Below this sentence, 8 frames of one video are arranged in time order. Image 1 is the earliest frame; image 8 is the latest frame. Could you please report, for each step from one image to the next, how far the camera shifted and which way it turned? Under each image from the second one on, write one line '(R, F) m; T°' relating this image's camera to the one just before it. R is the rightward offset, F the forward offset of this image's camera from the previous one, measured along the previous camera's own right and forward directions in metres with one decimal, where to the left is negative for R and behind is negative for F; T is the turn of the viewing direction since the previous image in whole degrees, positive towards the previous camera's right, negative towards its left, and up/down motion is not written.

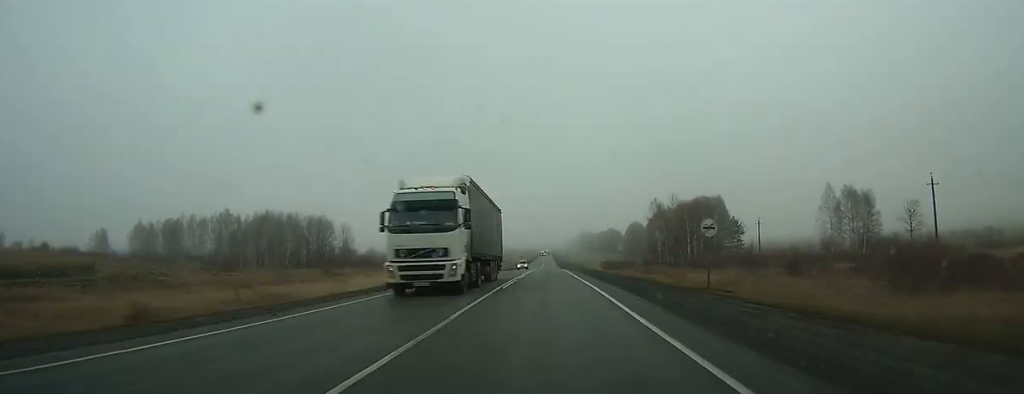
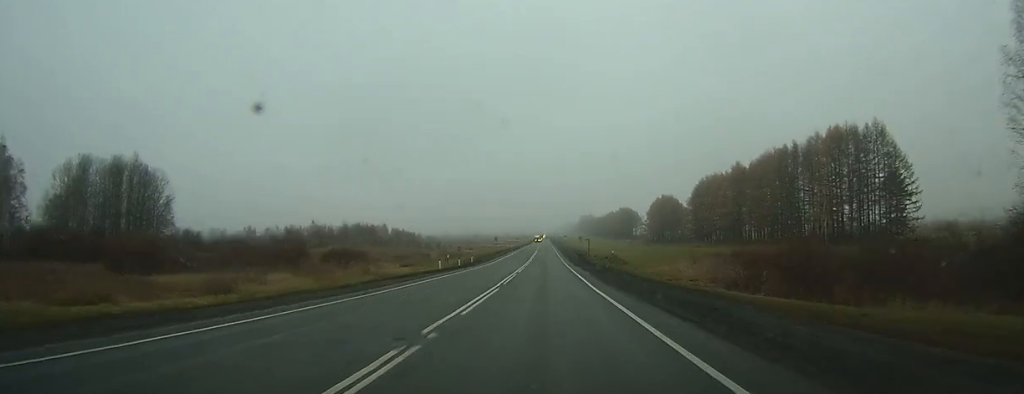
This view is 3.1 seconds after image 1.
(+0.1, +93.3) m; 0°
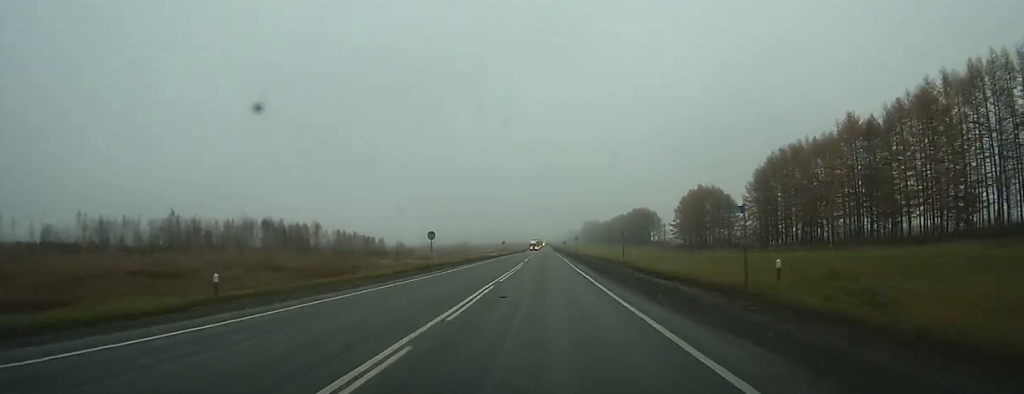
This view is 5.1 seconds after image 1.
(-0.1, +60.8) m; 0°
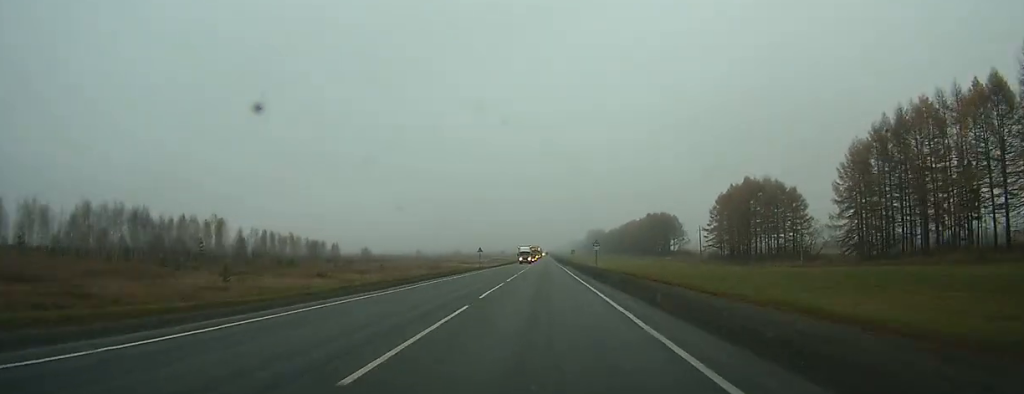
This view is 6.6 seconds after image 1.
(-0.1, +46.3) m; 0°
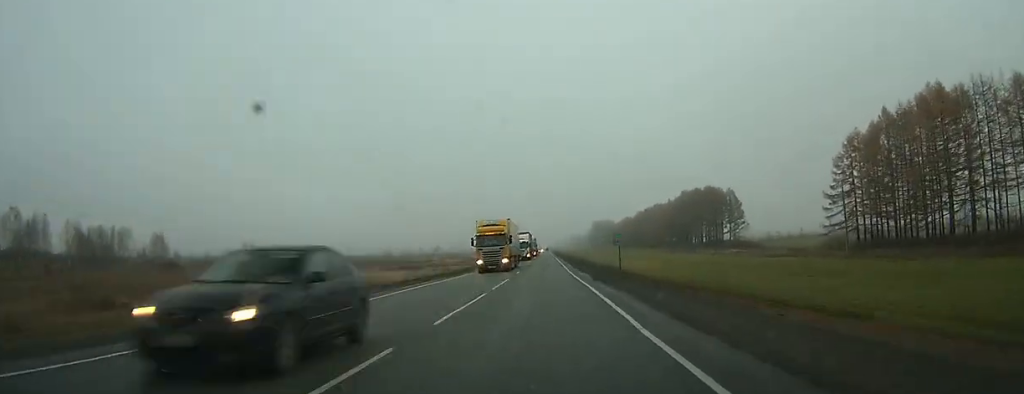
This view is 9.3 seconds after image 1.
(0.0, +79.3) m; 0°
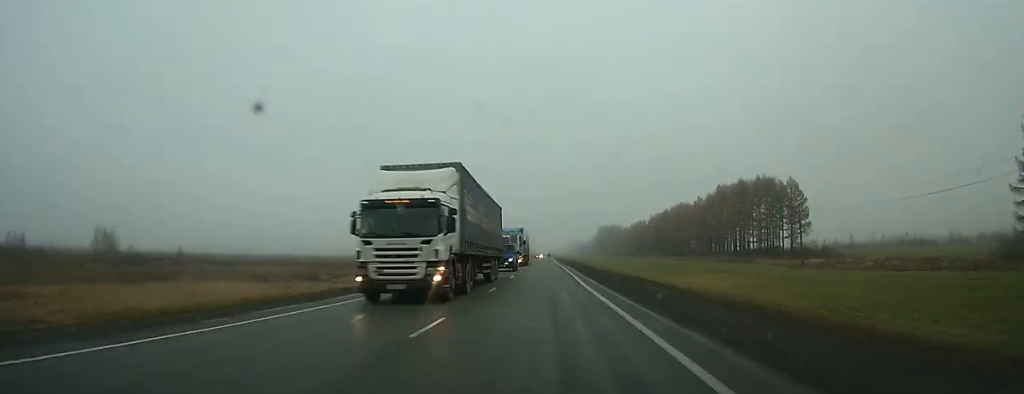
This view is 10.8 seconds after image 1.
(-0.1, +45.0) m; 0°
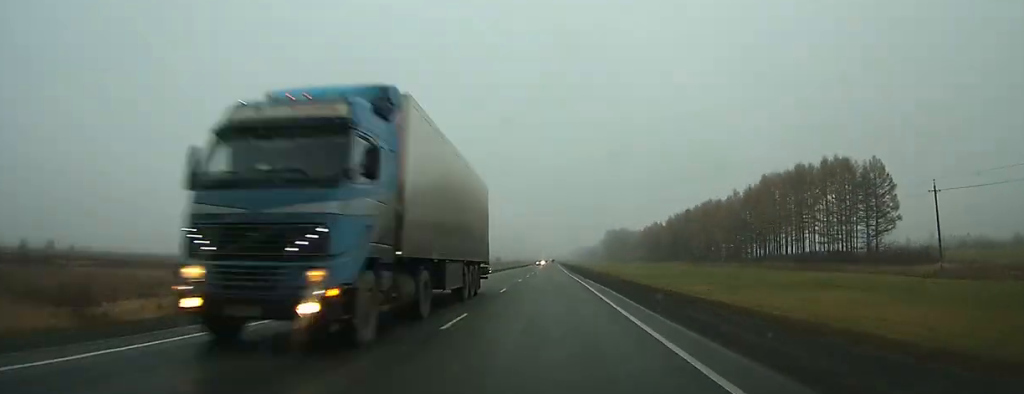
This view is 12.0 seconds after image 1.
(0.0, +35.1) m; 0°
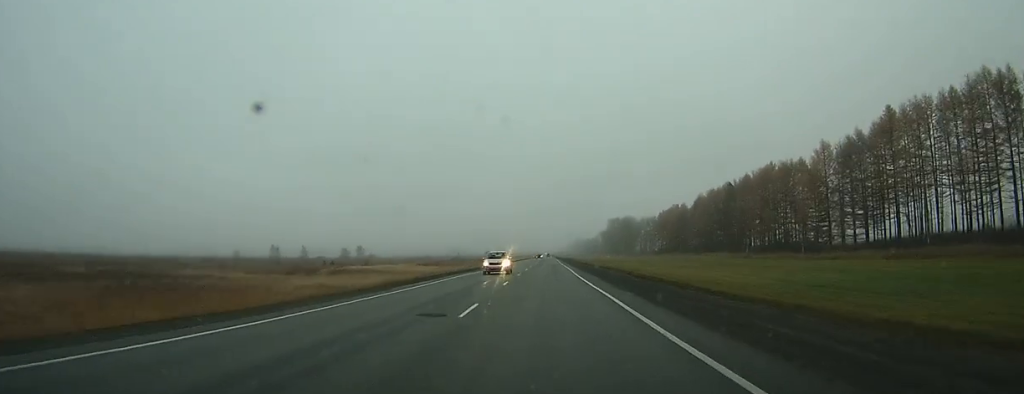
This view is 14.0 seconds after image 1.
(0.0, +58.7) m; 0°
